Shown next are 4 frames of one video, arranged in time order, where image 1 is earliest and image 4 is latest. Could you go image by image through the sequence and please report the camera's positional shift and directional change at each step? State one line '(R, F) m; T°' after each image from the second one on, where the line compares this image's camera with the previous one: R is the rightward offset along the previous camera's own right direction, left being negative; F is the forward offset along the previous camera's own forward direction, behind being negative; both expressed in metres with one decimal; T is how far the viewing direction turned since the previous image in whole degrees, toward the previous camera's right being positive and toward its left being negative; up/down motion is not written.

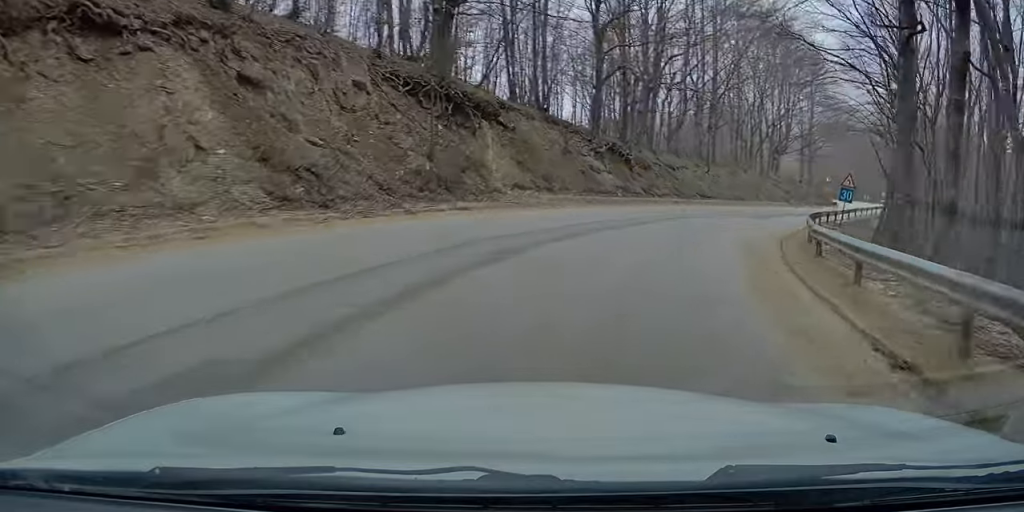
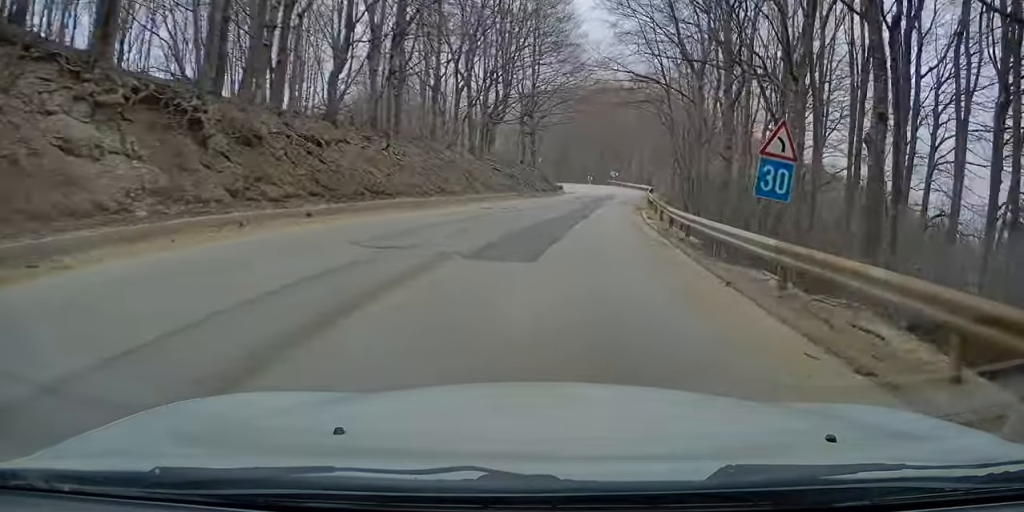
(+4.4, +16.8) m; +30°
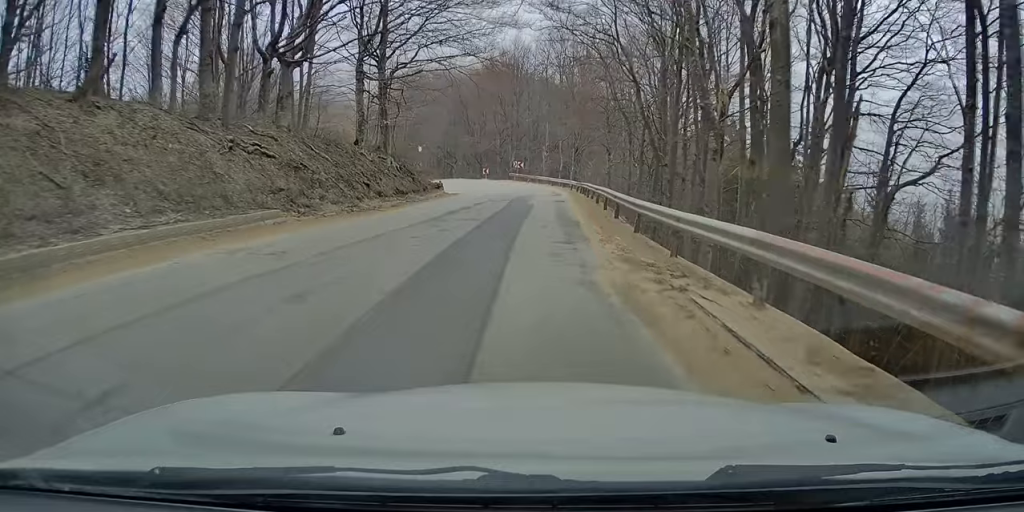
(+4.2, +20.1) m; +21°
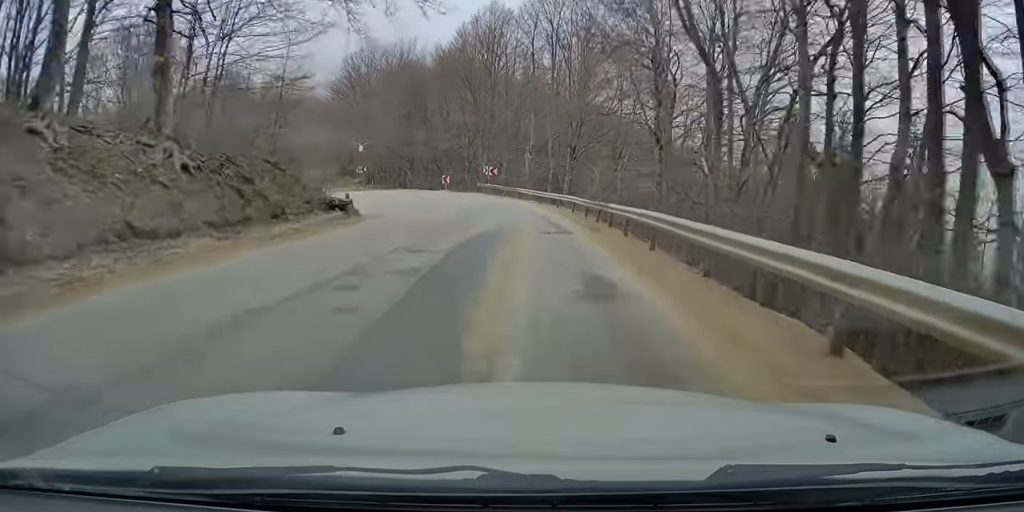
(+1.8, +18.5) m; +9°
